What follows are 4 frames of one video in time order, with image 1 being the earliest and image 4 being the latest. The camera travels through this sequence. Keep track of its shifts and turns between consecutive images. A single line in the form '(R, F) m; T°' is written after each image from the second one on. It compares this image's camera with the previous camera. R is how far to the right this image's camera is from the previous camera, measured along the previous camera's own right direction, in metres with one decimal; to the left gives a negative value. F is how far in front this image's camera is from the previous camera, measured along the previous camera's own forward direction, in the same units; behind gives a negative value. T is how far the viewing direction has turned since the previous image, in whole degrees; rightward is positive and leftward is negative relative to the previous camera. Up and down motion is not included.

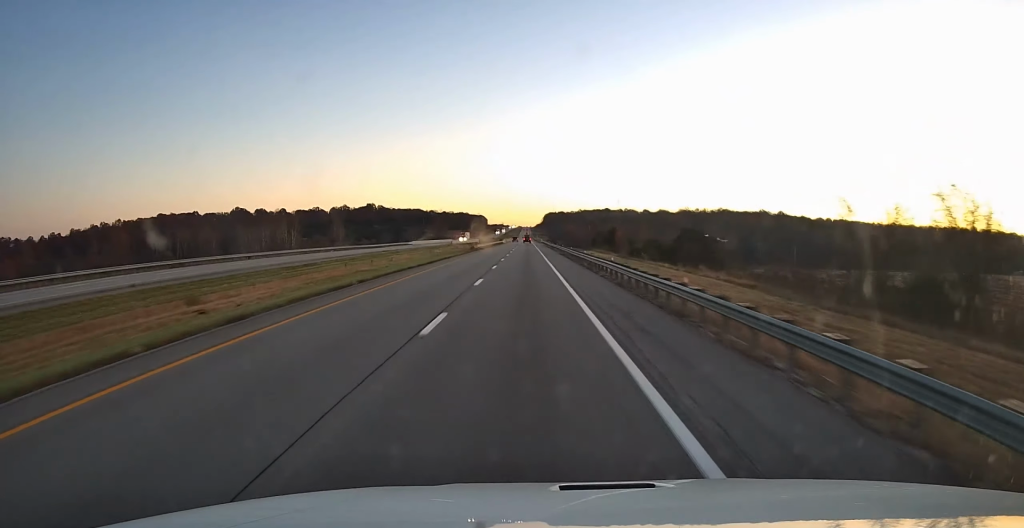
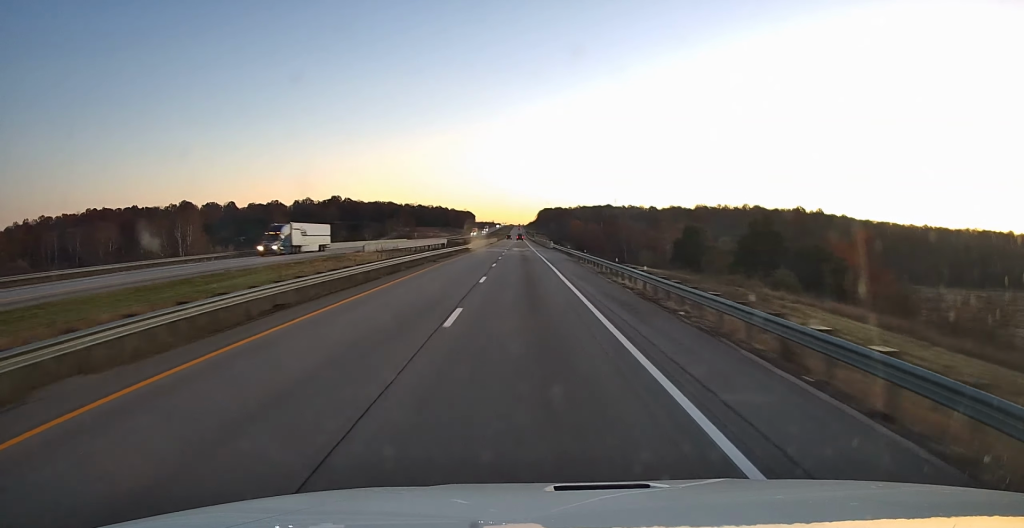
(-1.3, +93.8) m; -2°
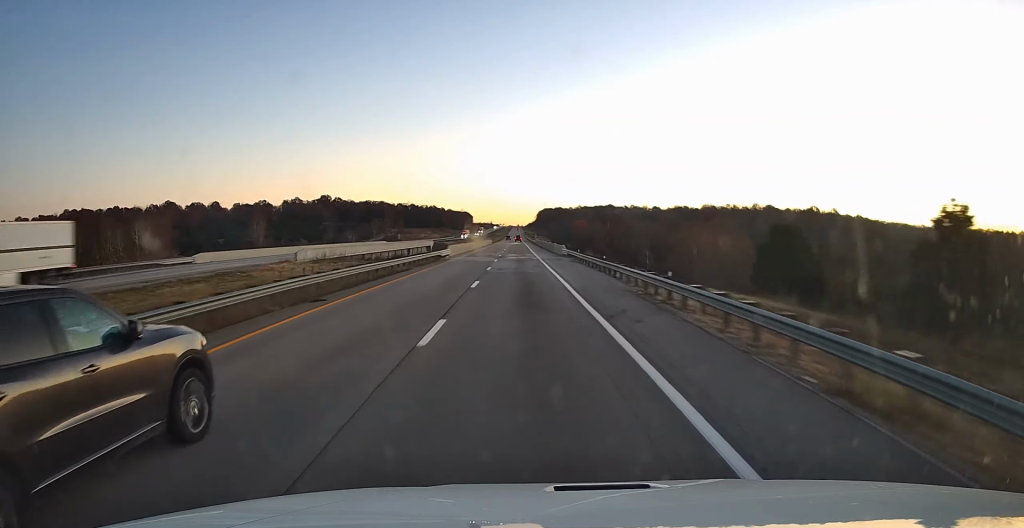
(+0.4, +26.2) m; +1°
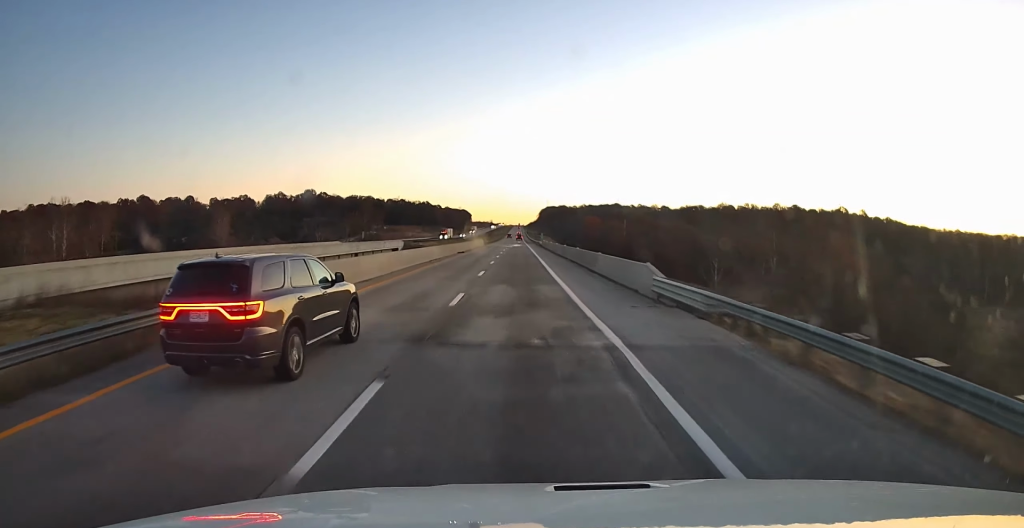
(0.0, +41.5) m; 0°
